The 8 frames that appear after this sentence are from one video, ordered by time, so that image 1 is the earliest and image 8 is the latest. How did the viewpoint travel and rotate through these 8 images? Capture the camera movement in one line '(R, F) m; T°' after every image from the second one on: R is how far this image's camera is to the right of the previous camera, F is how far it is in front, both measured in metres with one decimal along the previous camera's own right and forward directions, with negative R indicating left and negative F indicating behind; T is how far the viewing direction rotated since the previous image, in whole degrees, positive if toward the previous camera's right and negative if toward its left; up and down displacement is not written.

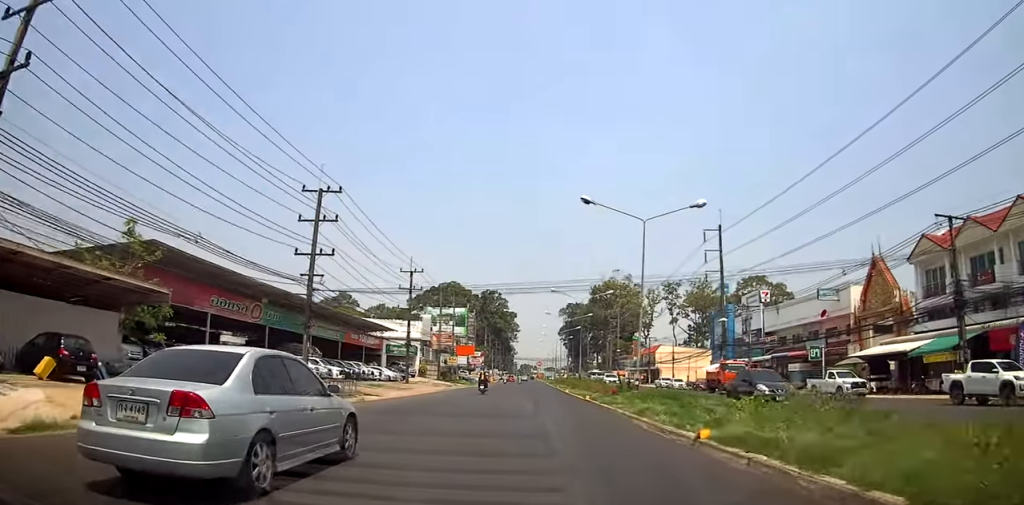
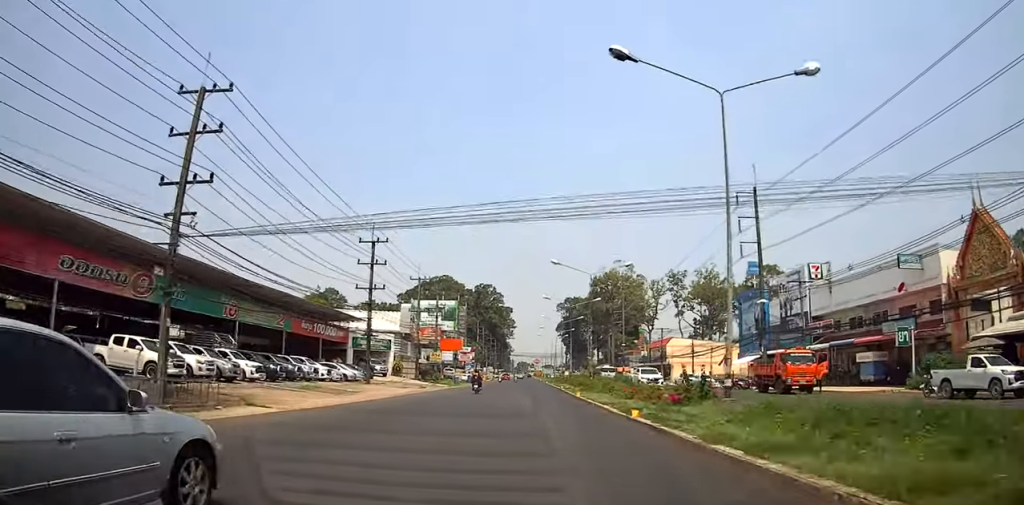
(-0.1, +12.4) m; 0°
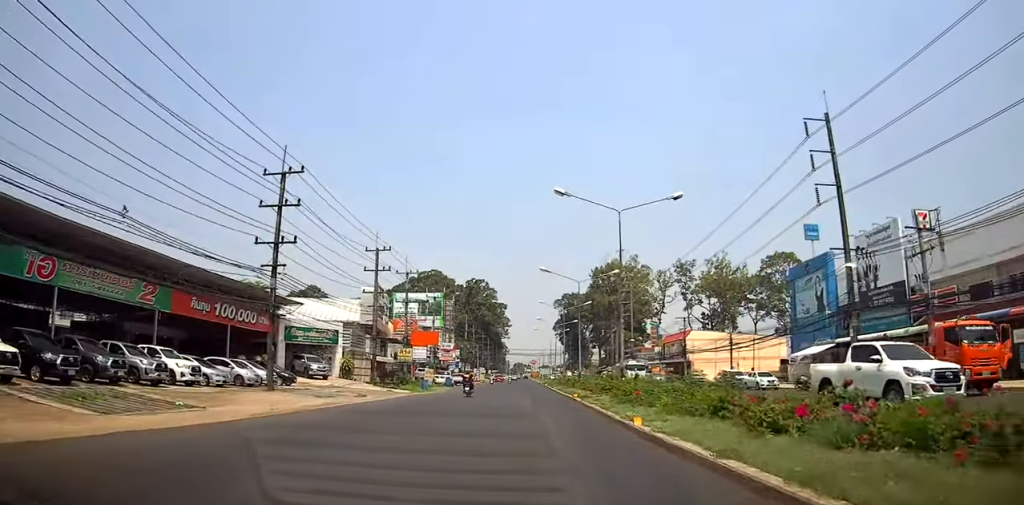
(0.0, +16.2) m; 0°
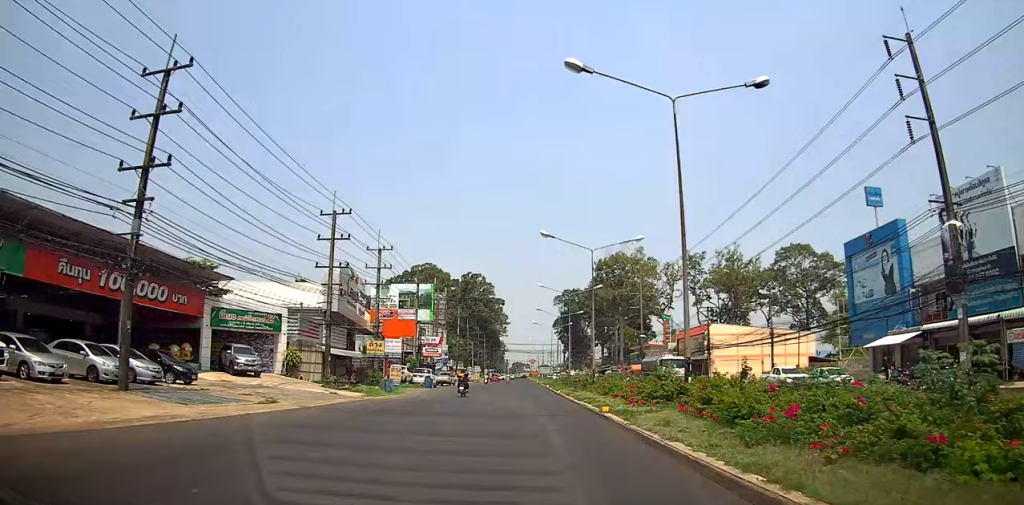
(0.0, +10.9) m; 0°
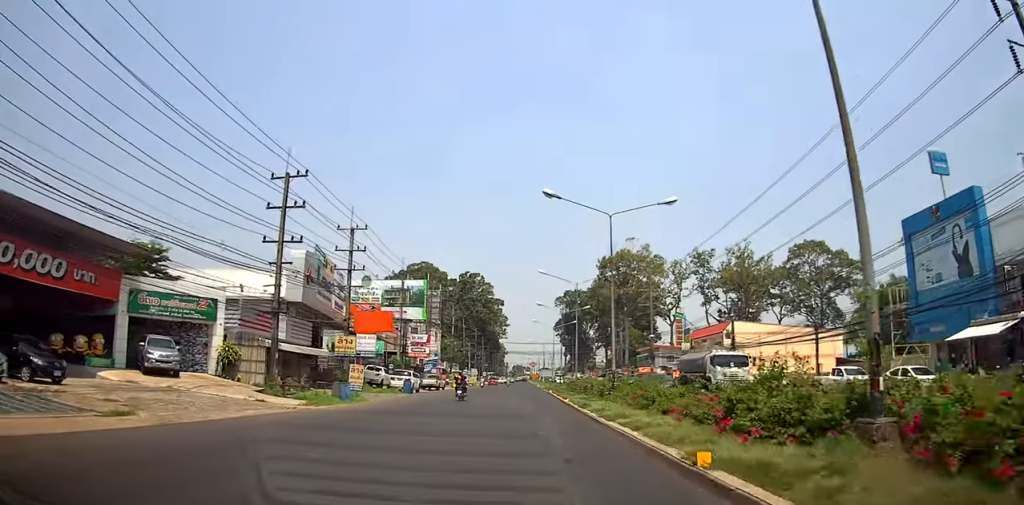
(-0.1, +8.1) m; 0°
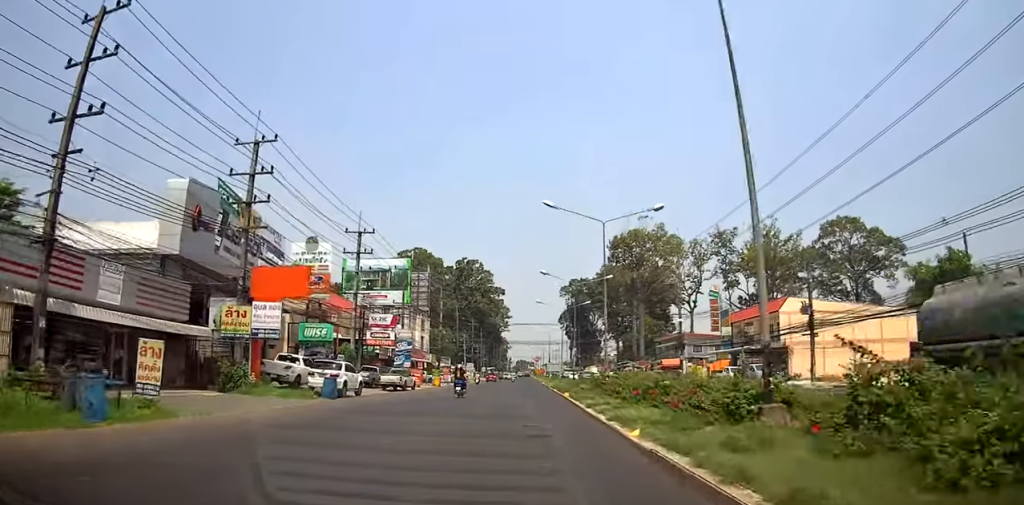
(+0.1, +16.2) m; +1°
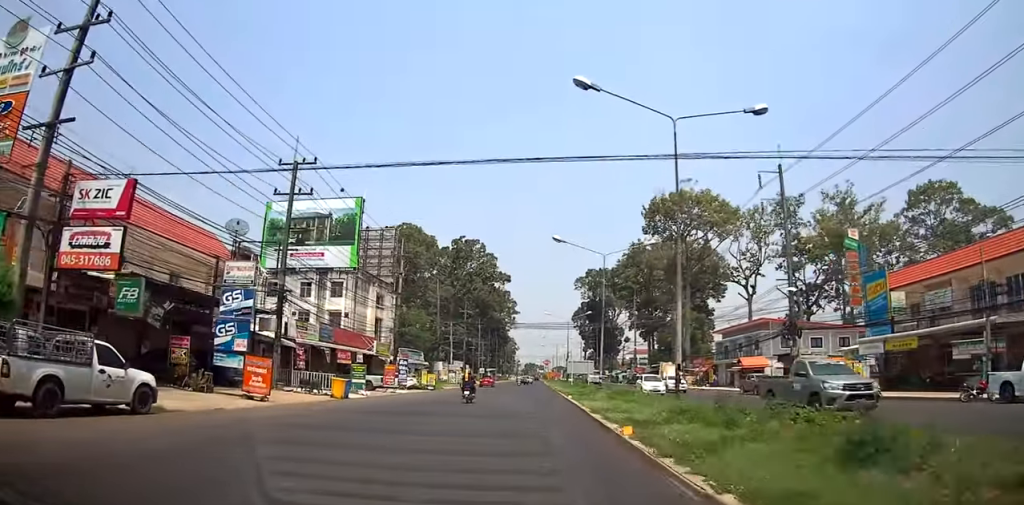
(+0.3, +31.9) m; 0°
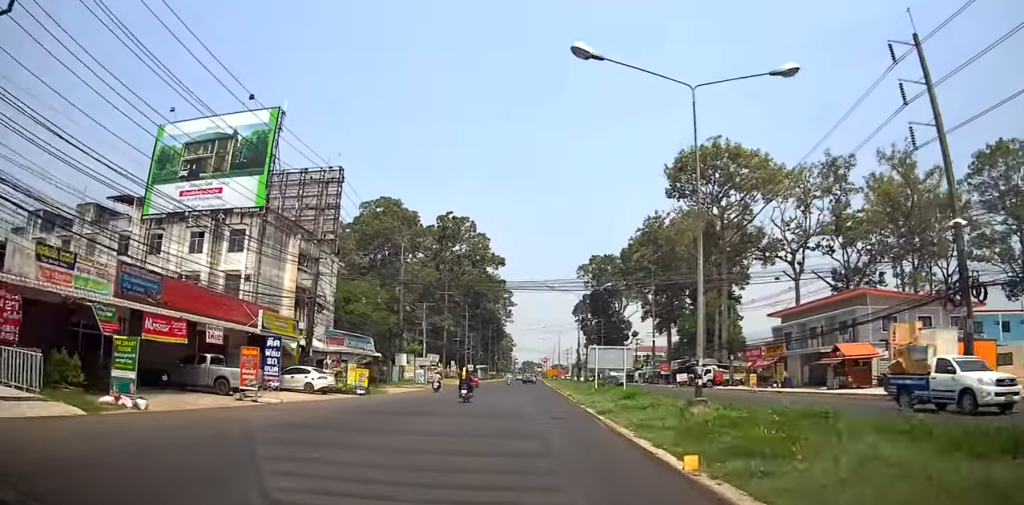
(-0.2, +20.8) m; 0°
